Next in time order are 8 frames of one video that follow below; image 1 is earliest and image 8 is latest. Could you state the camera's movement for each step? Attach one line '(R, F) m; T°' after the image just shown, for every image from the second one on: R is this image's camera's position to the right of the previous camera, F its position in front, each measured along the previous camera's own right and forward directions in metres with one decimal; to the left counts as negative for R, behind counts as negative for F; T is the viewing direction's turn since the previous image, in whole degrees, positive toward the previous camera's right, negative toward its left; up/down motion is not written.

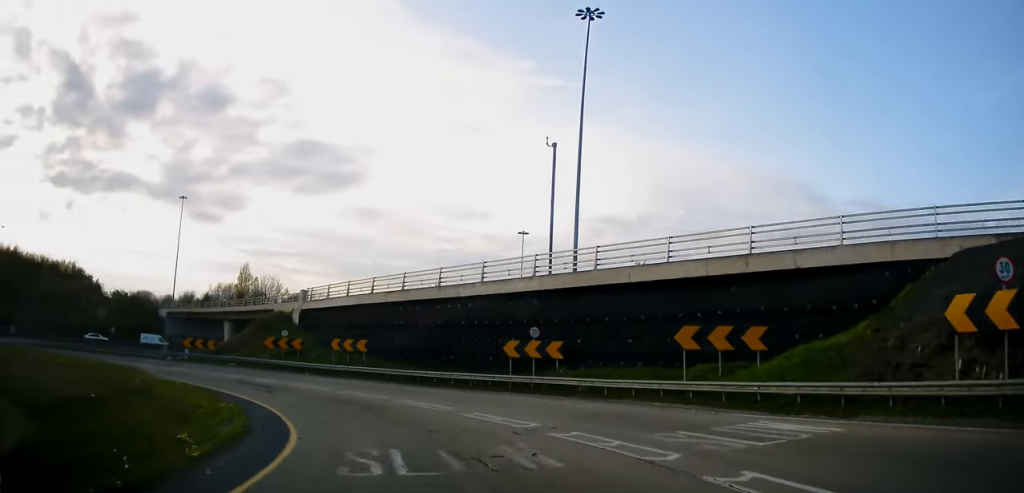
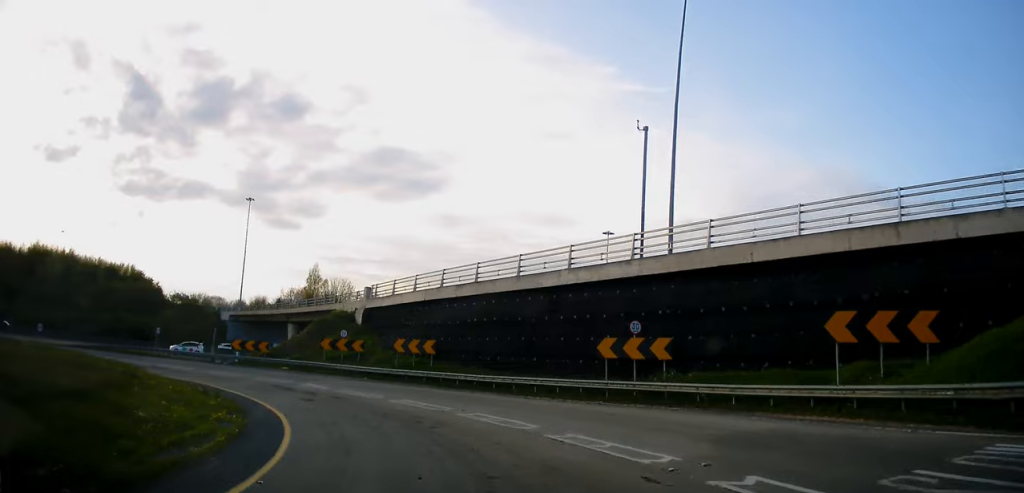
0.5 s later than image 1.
(0.0, +5.3) m; -8°
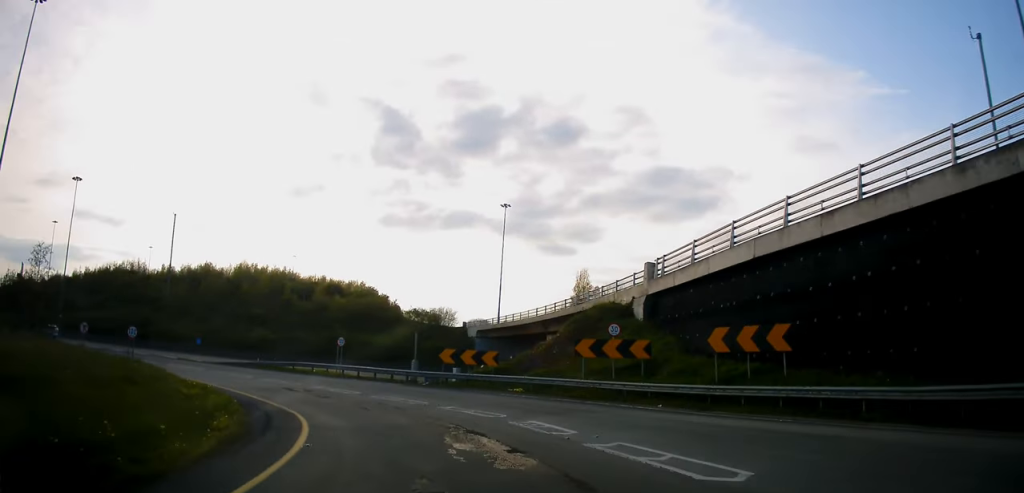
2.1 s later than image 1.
(-4.9, +17.6) m; -25°
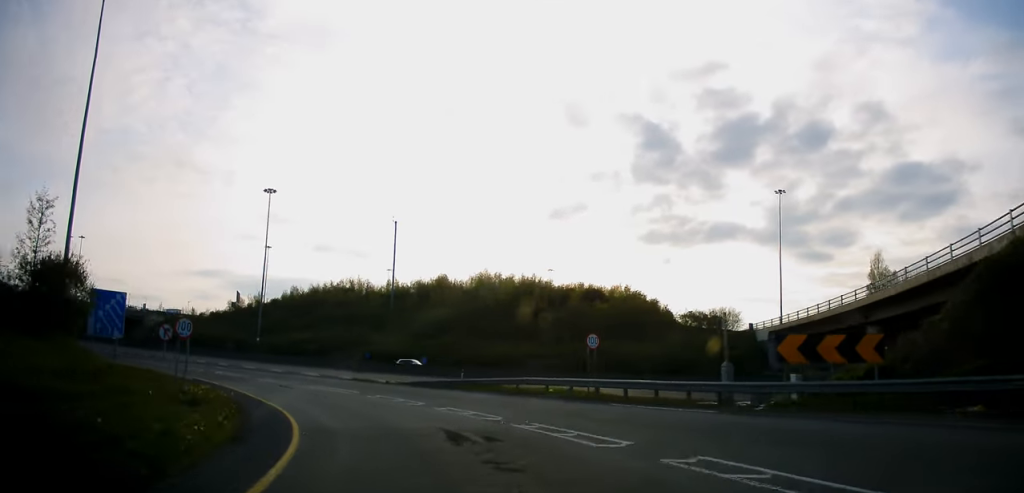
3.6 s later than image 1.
(-2.8, +16.7) m; -25°
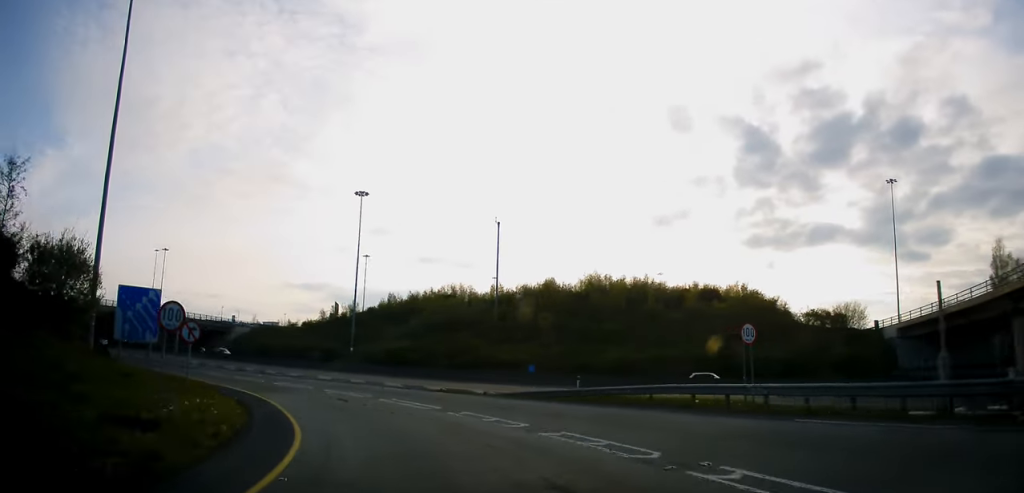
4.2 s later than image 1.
(-1.0, +6.7) m; -13°
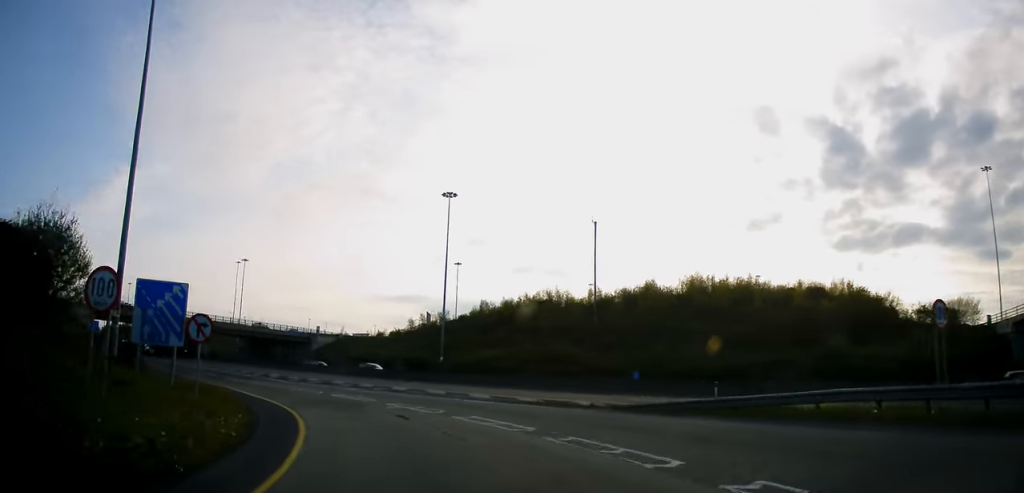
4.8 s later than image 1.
(-0.7, +6.0) m; -9°
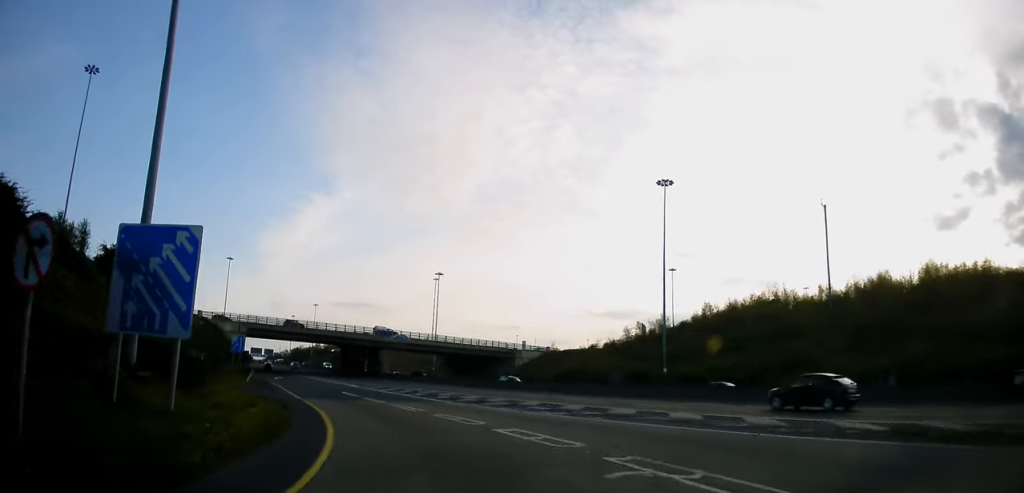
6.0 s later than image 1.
(-1.9, +12.8) m; -16°
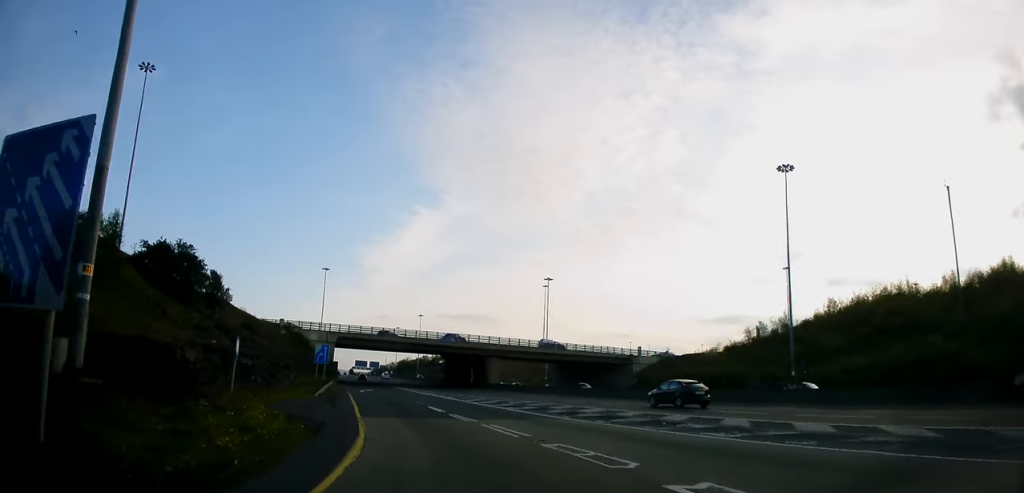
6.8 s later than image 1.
(-0.6, +7.0) m; -8°
